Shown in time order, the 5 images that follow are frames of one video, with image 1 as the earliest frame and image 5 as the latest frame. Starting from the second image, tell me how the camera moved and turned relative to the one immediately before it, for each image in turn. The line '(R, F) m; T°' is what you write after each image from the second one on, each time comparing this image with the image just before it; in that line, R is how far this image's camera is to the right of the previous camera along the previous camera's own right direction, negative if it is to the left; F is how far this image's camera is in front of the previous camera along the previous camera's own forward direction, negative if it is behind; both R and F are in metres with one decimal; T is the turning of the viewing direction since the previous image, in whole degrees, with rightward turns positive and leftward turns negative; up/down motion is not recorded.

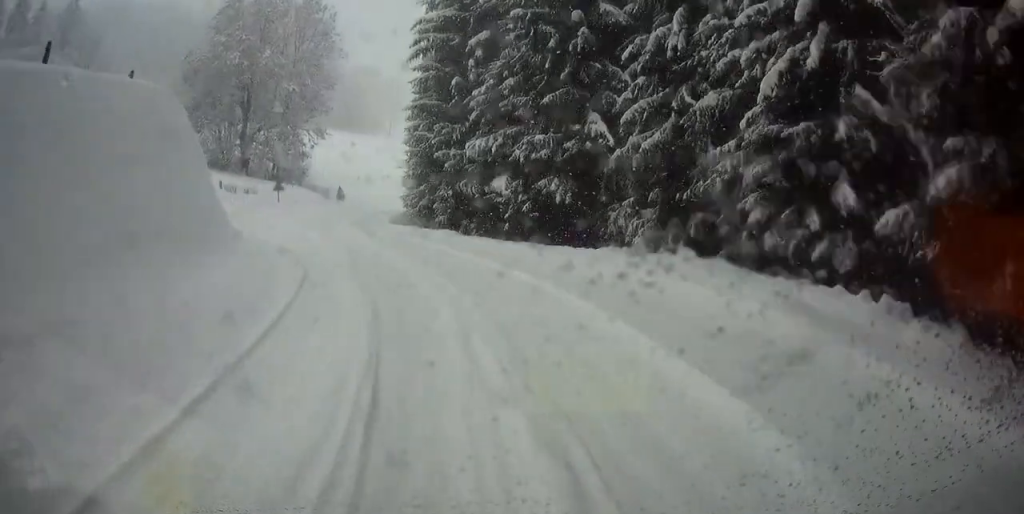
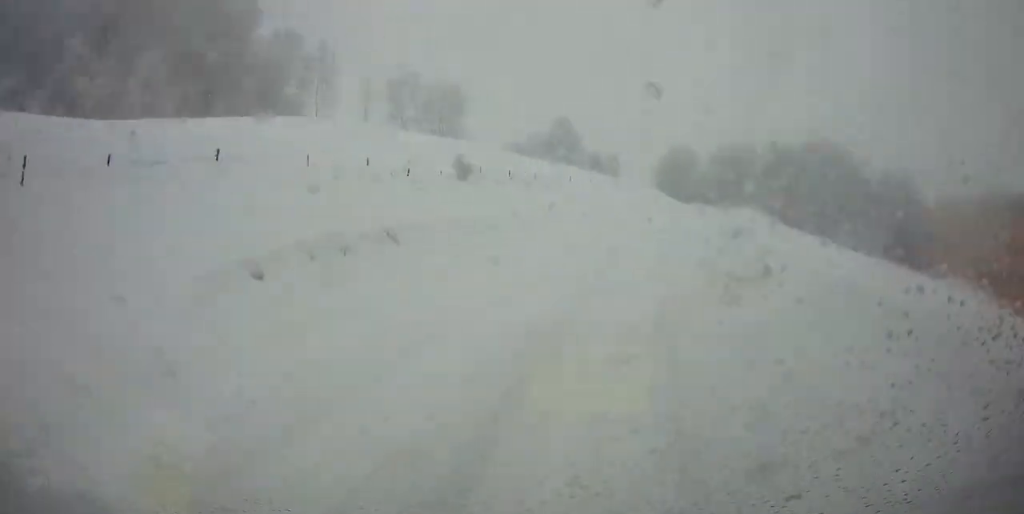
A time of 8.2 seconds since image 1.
(-1.1, +64.0) m; +11°
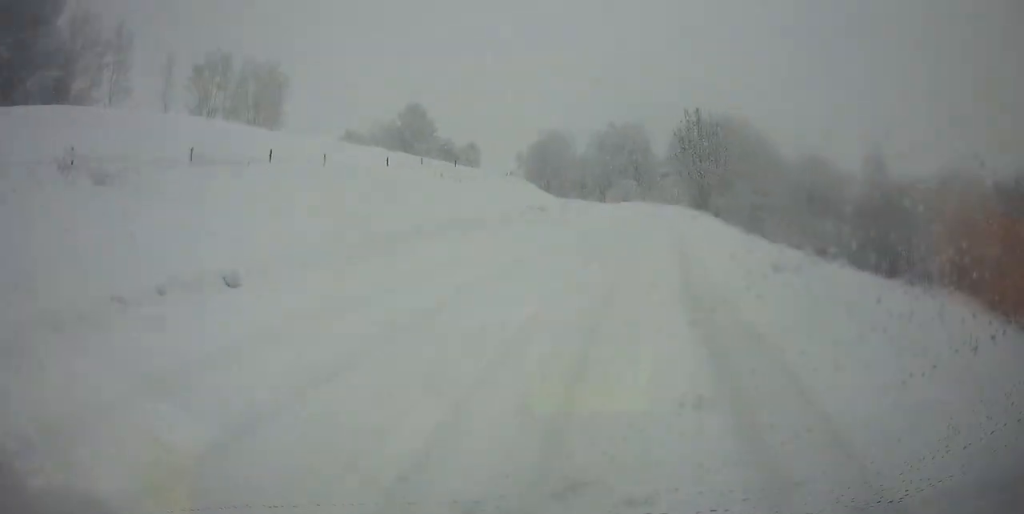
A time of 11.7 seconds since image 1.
(+3.2, +28.9) m; +9°
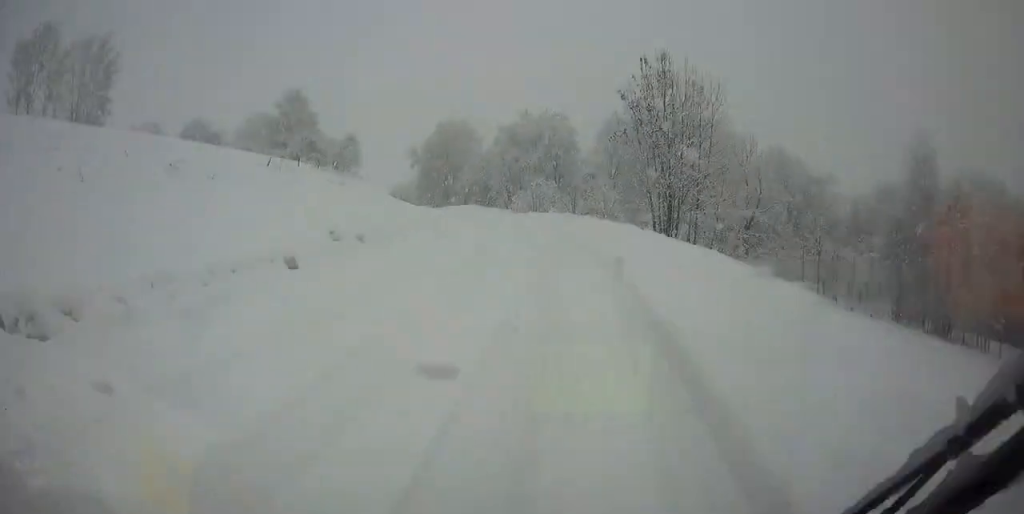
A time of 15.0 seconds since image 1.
(+2.1, +29.5) m; +1°
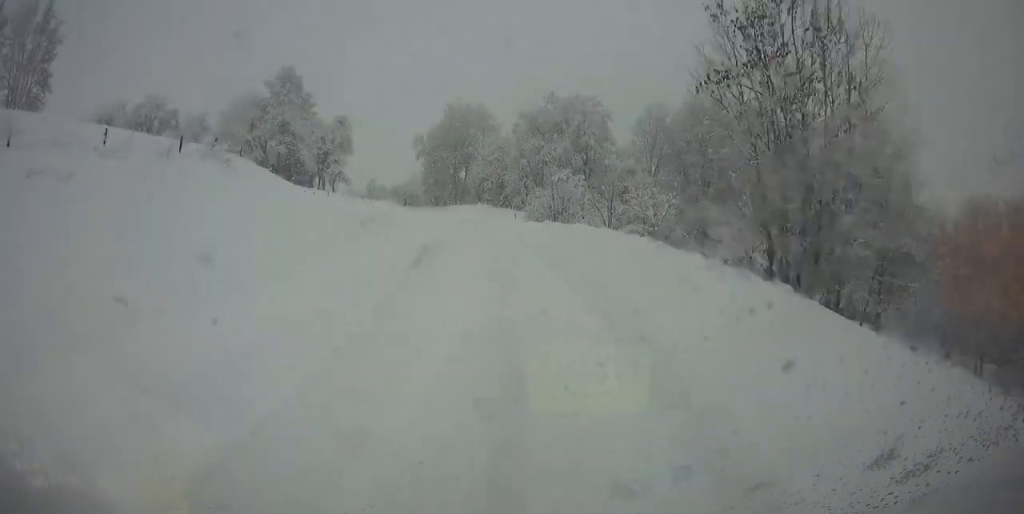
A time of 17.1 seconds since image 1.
(-0.2, +19.0) m; -4°
